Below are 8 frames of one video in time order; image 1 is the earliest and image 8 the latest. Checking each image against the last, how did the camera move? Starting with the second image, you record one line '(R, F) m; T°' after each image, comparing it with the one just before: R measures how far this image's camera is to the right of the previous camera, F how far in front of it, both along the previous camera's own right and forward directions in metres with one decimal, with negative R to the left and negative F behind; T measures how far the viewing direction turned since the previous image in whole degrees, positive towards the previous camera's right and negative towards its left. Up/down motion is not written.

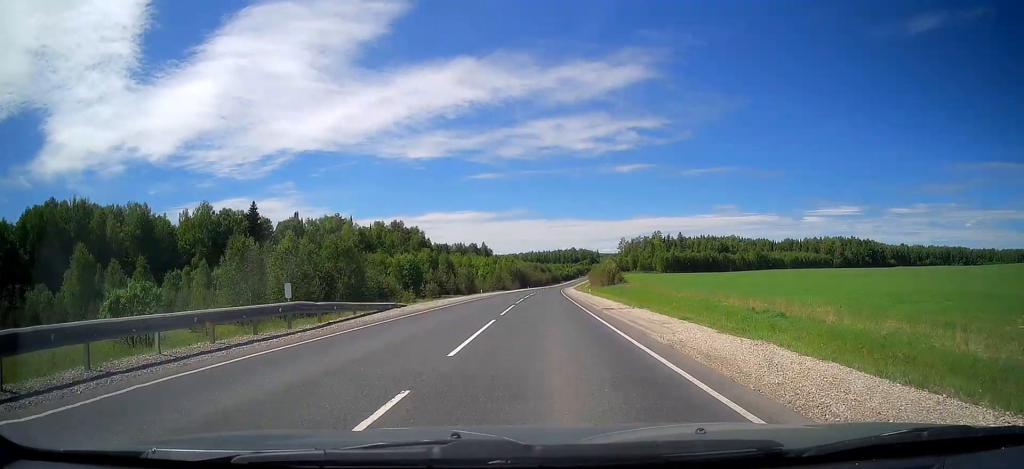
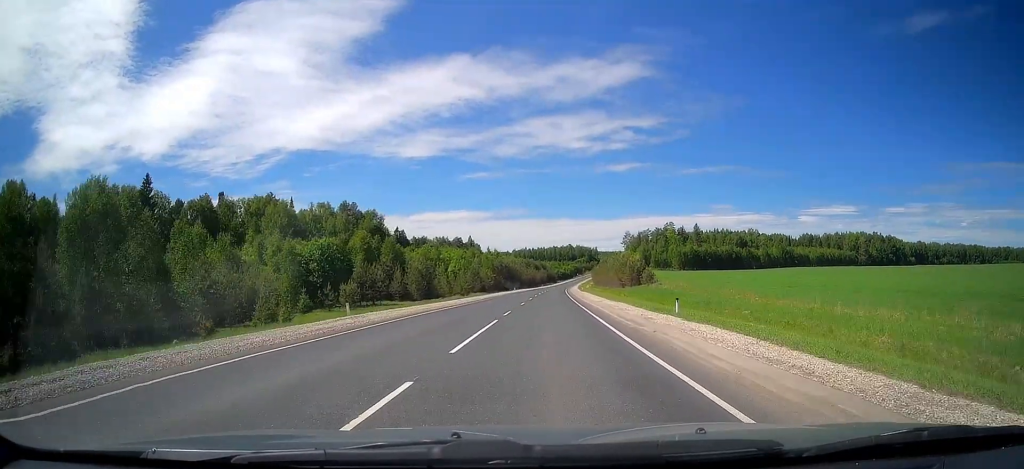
(+0.1, +47.3) m; +1°
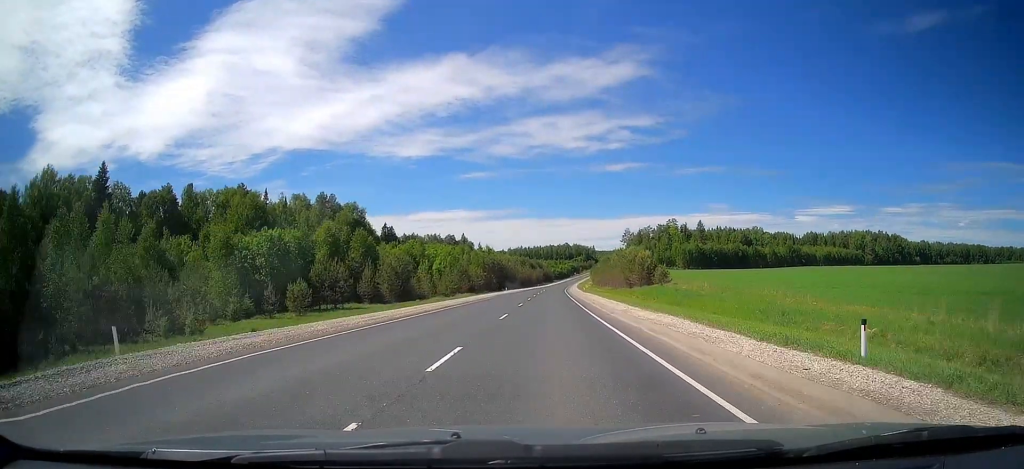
(+0.3, +14.1) m; 0°
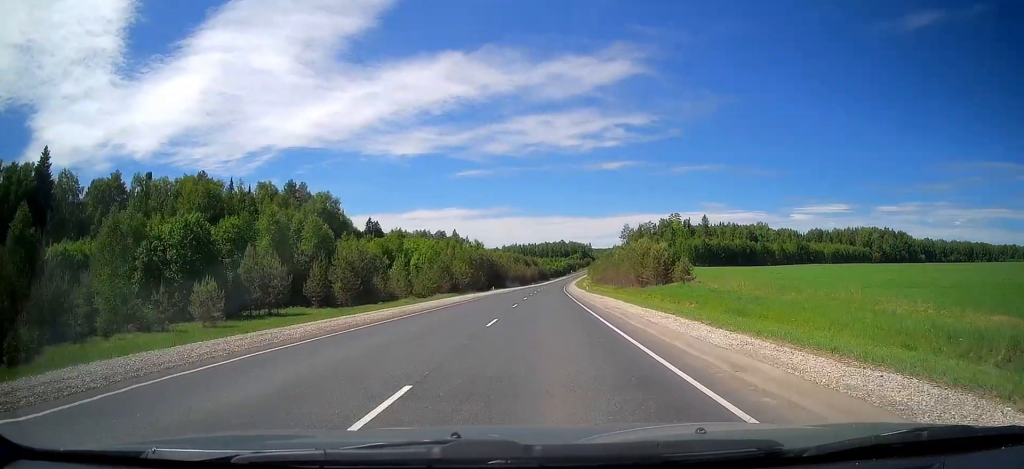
(+0.2, +16.1) m; 0°
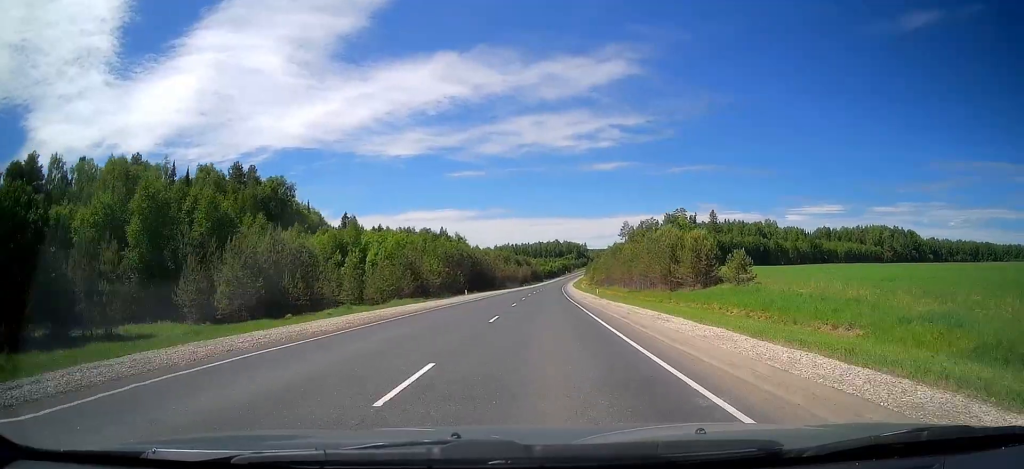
(-0.4, +22.1) m; 0°
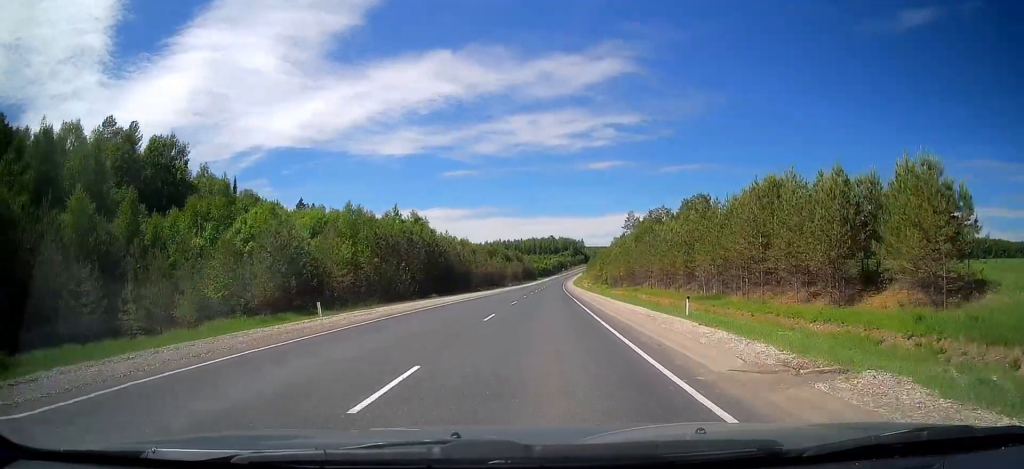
(+0.6, +36.4) m; +2°
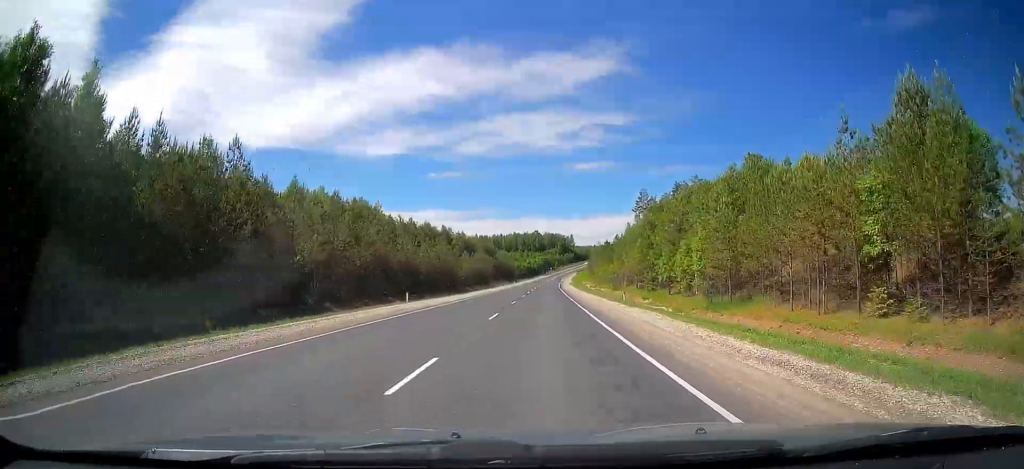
(+1.2, +71.2) m; +1°
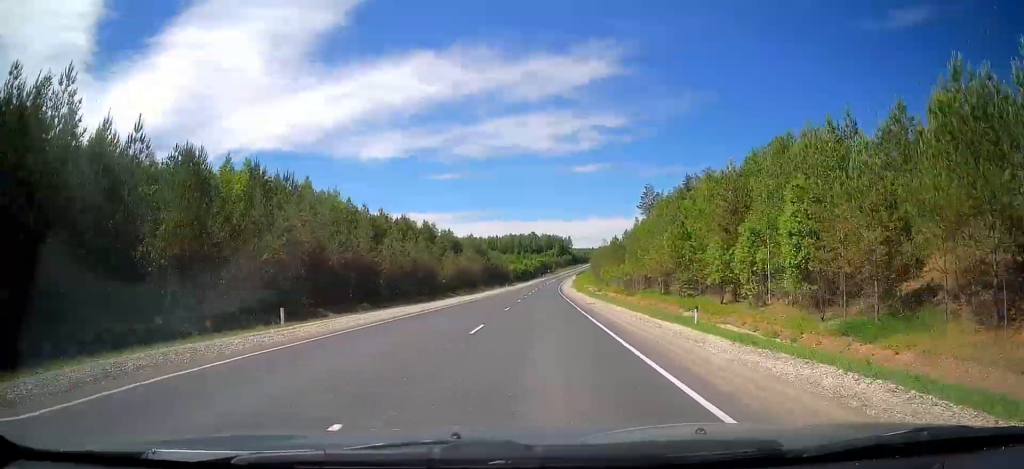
(0.0, +16.2) m; 0°
